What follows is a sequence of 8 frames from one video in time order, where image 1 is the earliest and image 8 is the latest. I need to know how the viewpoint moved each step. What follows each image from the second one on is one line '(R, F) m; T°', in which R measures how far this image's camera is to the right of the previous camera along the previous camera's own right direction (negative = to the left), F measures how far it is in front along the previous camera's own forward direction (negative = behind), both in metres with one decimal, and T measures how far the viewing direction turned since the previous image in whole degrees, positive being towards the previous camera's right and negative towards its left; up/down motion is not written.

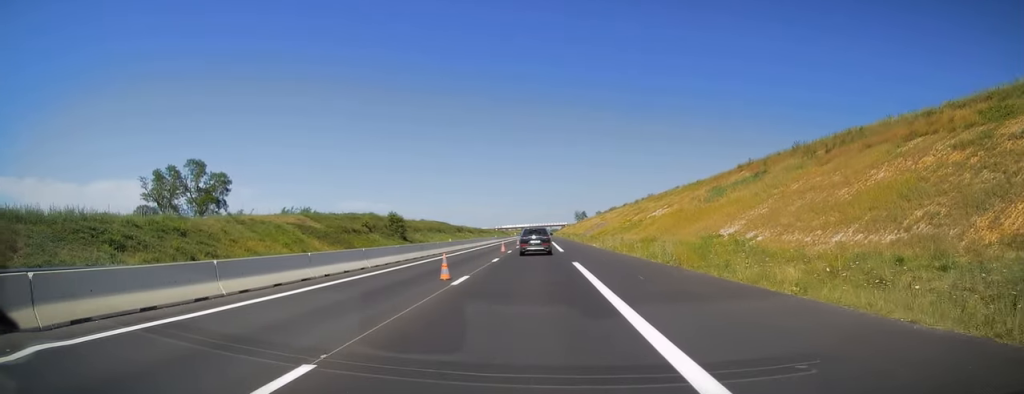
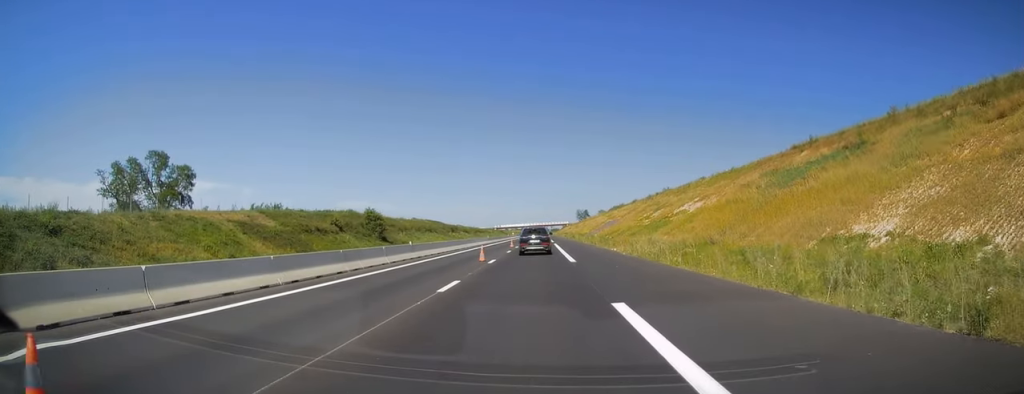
(0.0, +14.9) m; 0°
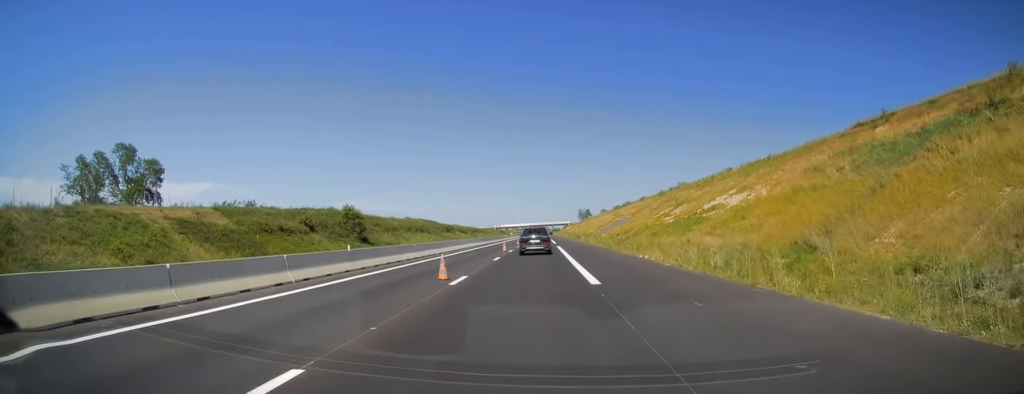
(0.0, +11.2) m; 0°
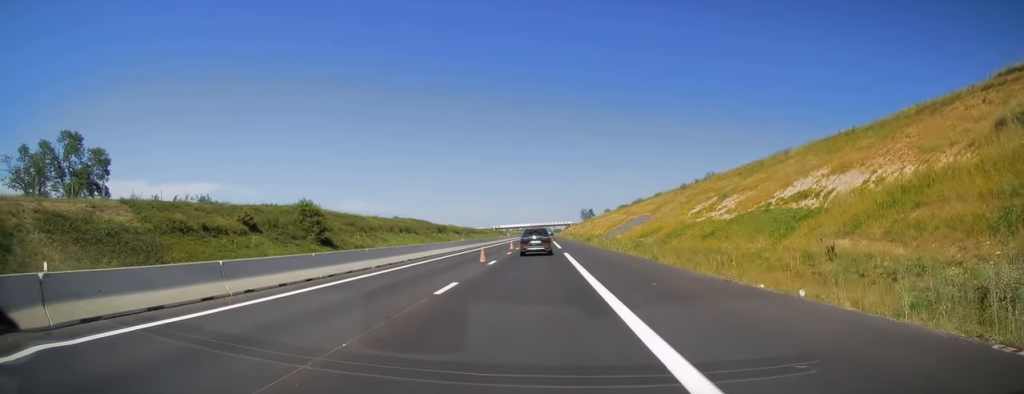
(0.0, +15.9) m; -1°
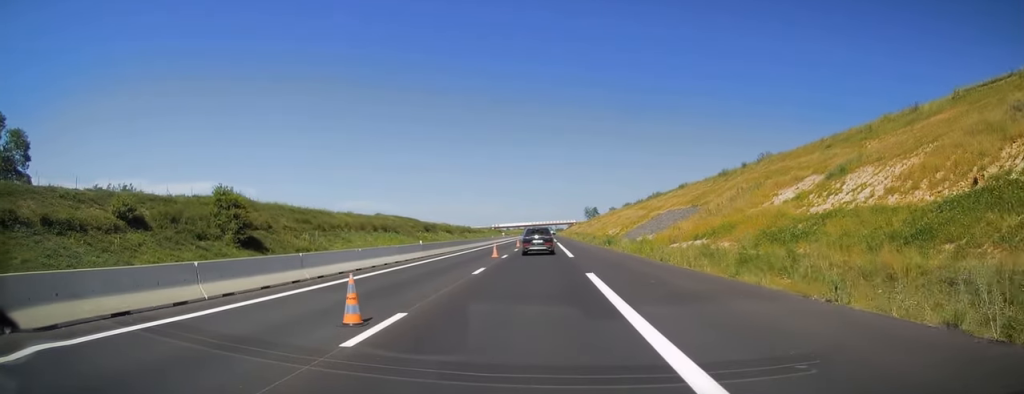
(-0.3, +19.3) m; 0°
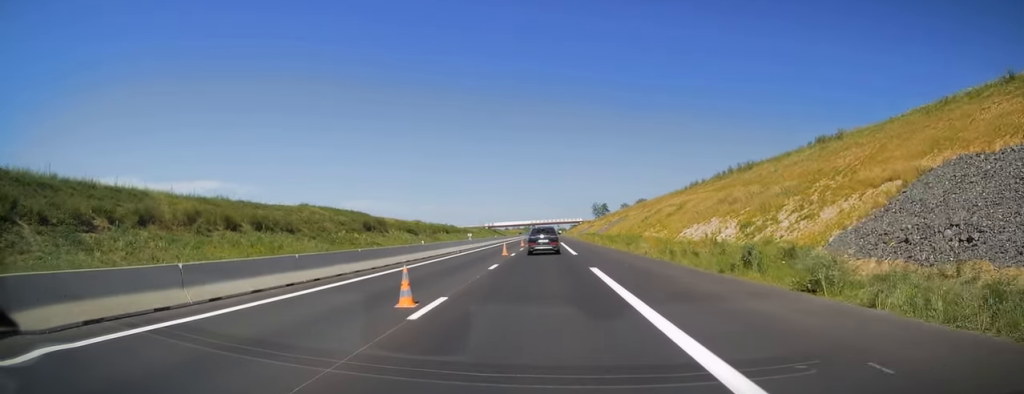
(+0.7, +49.1) m; +1°
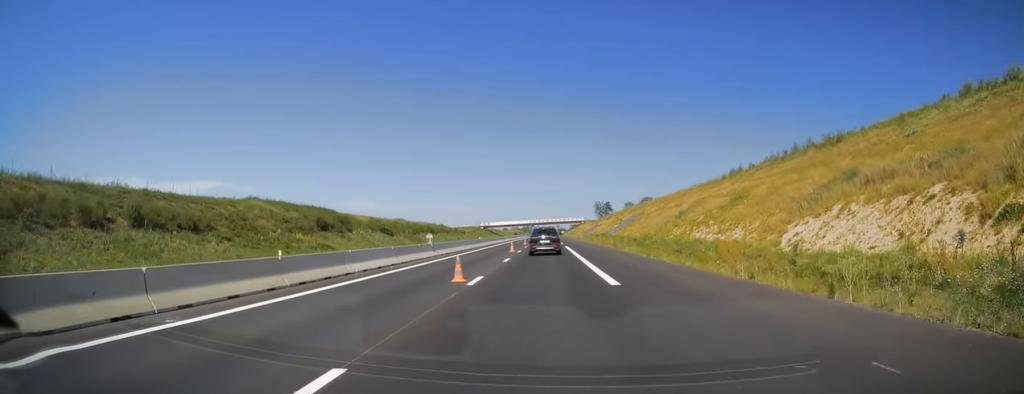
(0.0, +19.4) m; 0°
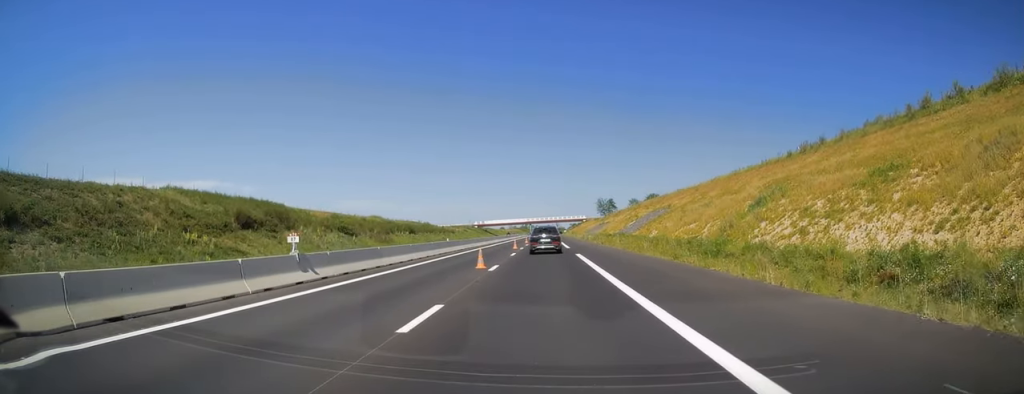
(-0.1, +20.4) m; -1°
